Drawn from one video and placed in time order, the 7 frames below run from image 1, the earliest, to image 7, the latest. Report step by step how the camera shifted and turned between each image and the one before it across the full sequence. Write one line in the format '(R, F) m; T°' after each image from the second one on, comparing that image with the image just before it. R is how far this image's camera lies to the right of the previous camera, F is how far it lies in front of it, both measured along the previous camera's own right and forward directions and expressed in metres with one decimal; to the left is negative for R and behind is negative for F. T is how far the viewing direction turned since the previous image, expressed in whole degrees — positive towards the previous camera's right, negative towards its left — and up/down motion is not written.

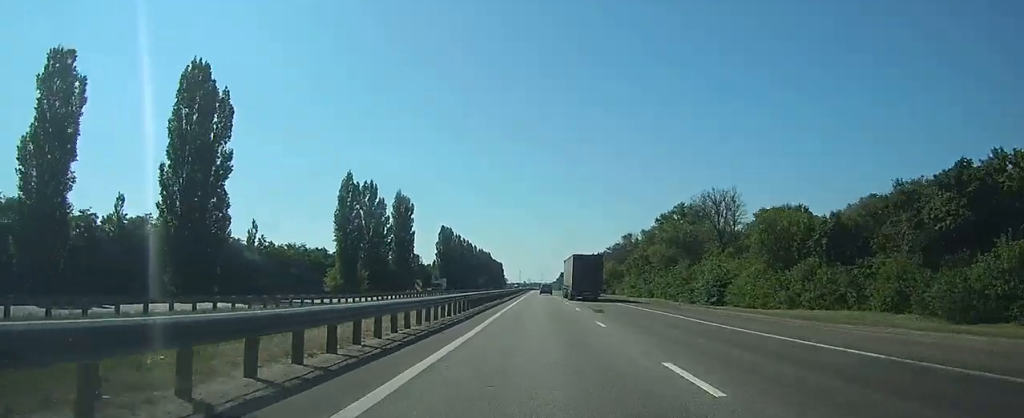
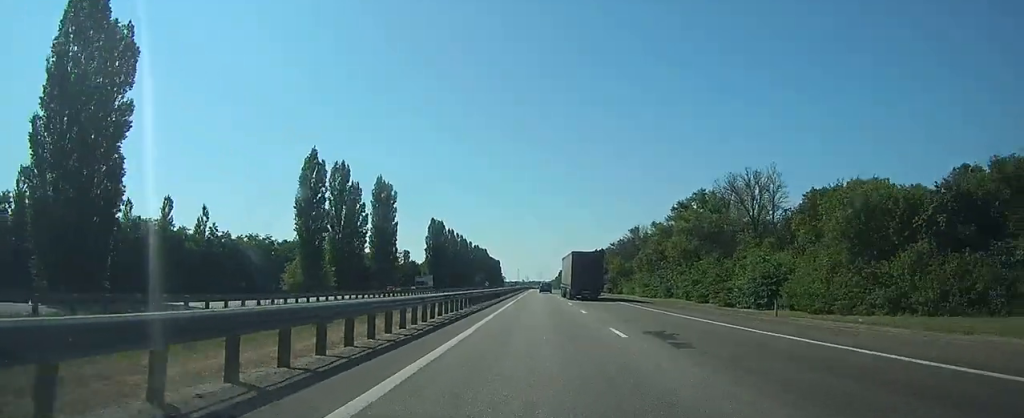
(+0.1, +17.0) m; 0°
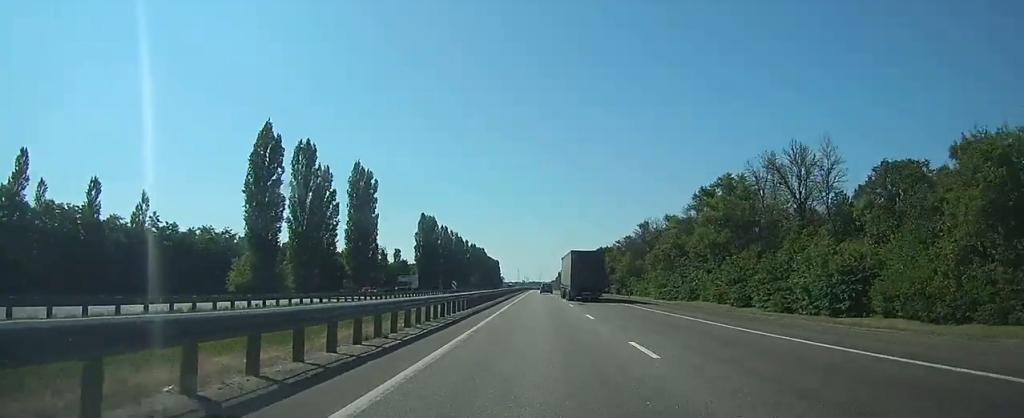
(0.0, +15.9) m; 0°
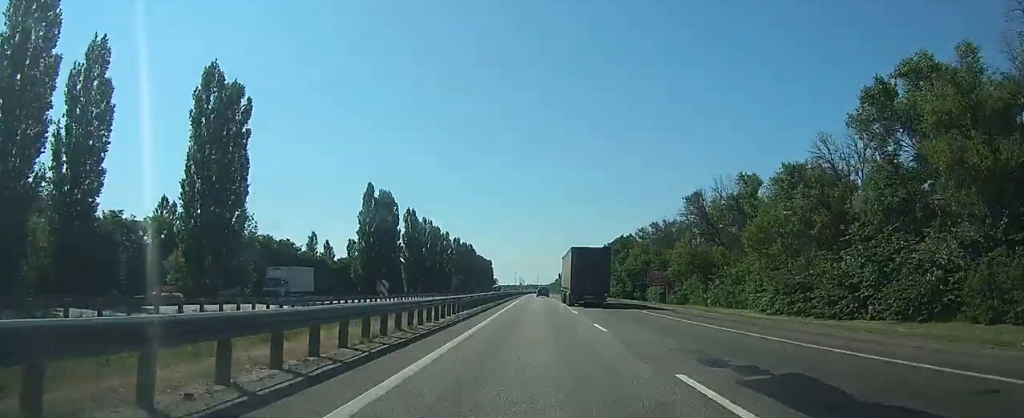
(0.0, +52.9) m; 0°
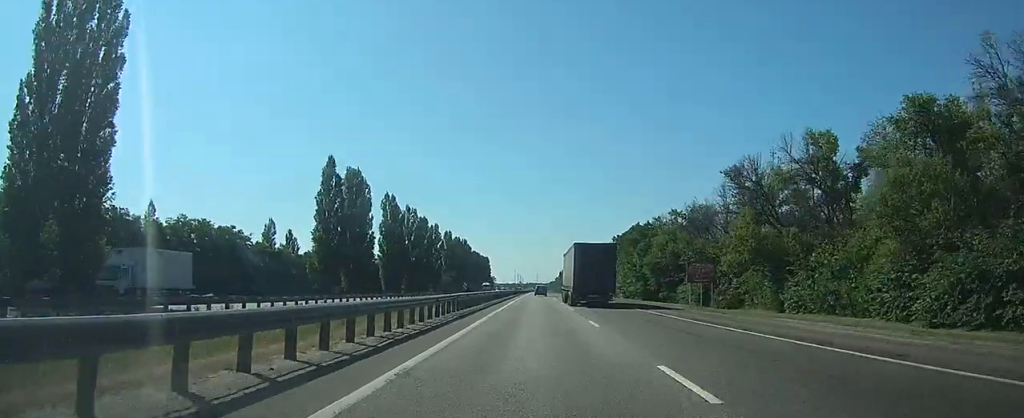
(0.0, +23.1) m; 0°
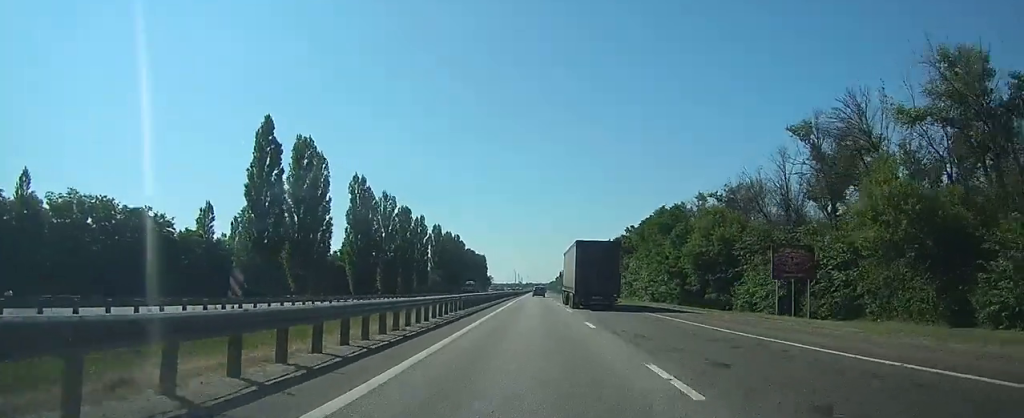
(+0.1, +23.9) m; 0°
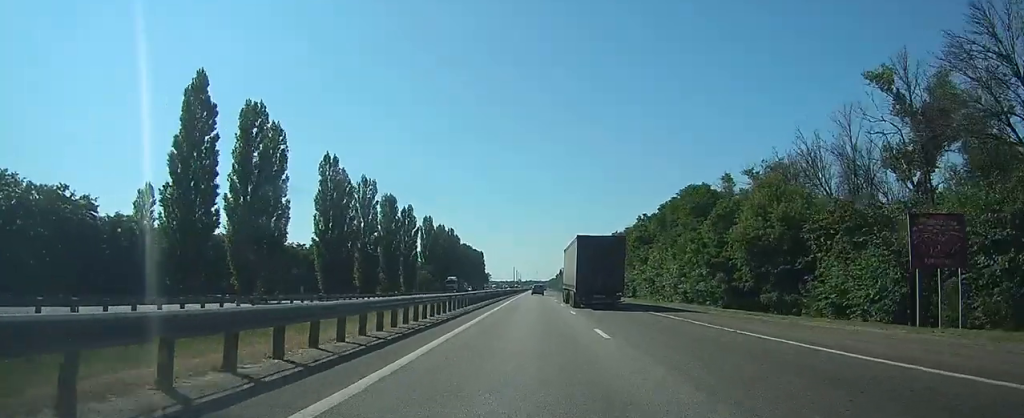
(-0.1, +16.5) m; 0°
